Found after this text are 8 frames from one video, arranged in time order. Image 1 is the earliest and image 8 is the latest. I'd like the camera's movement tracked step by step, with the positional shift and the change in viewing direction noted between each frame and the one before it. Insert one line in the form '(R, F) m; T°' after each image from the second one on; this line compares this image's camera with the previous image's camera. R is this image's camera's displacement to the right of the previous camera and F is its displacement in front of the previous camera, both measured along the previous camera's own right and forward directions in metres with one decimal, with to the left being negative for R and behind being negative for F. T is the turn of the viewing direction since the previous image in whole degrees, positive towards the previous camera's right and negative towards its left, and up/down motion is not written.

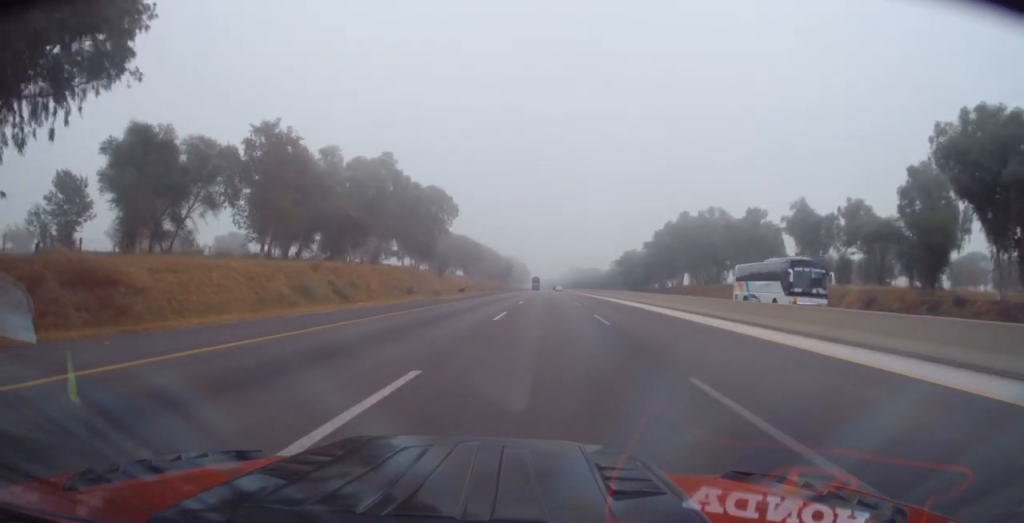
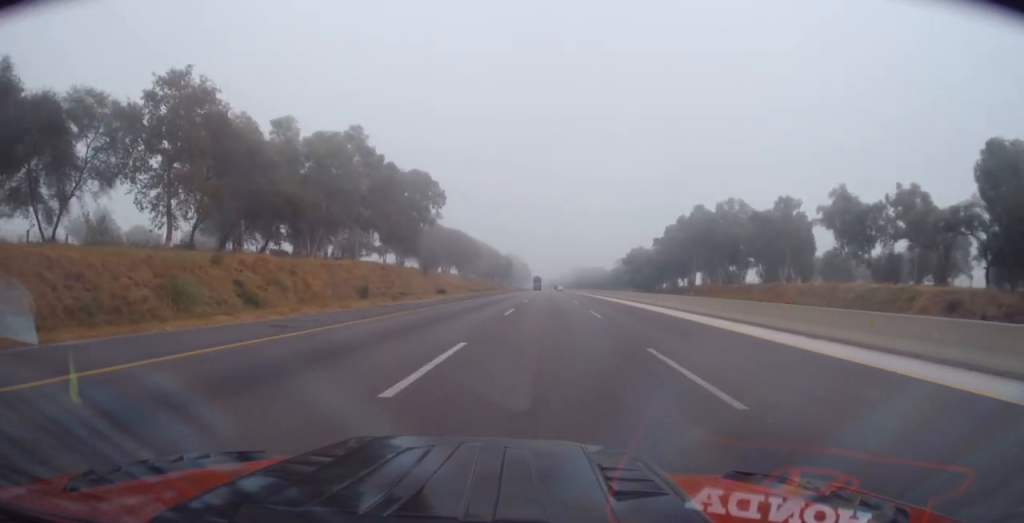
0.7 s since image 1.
(+0.2, +13.8) m; +1°
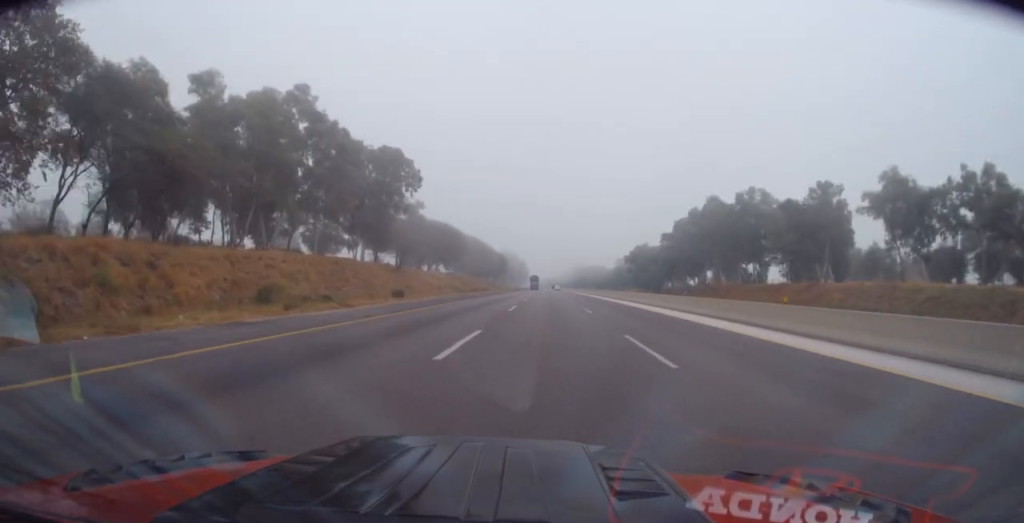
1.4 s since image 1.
(+0.1, +14.6) m; 0°
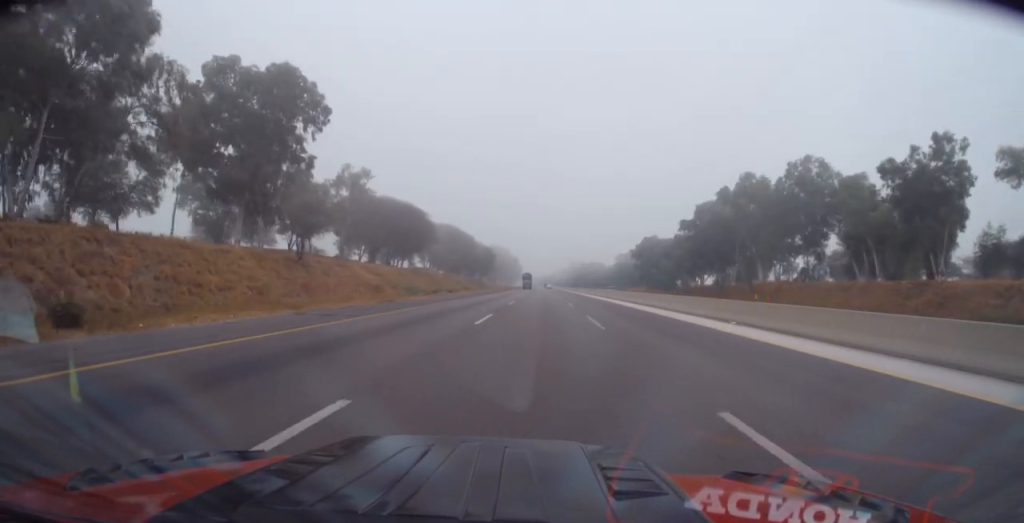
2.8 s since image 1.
(-0.1, +27.5) m; +1°
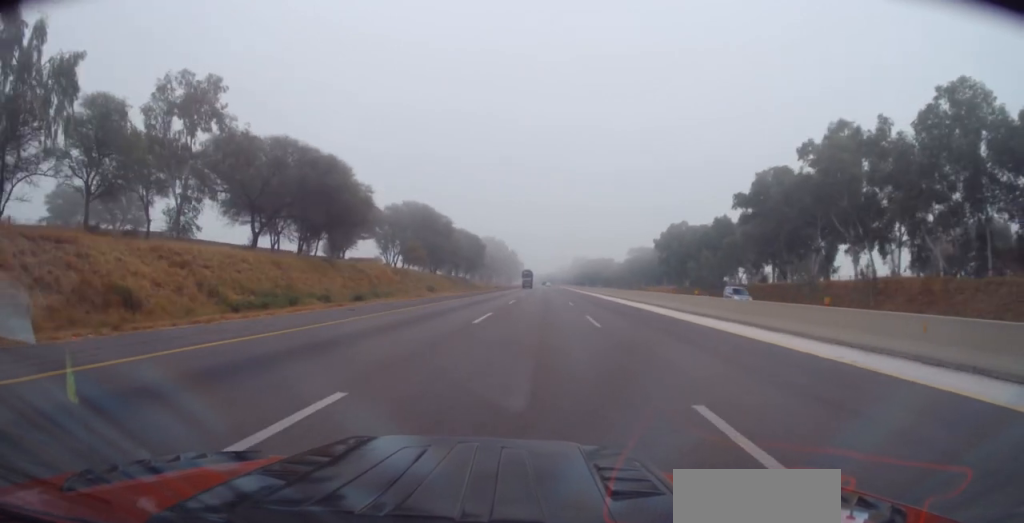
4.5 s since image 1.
(0.0, +35.4) m; -1°
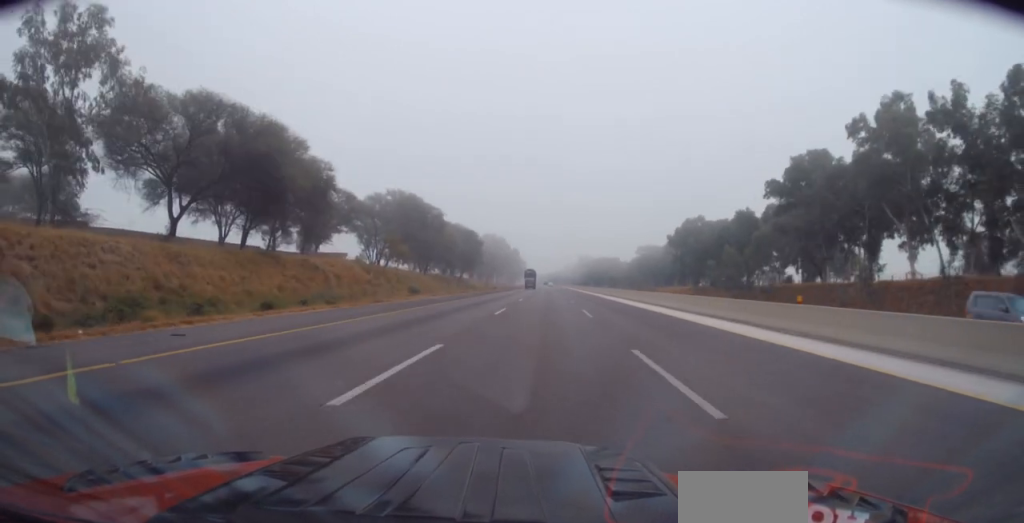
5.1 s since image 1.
(-0.4, +12.3) m; -1°
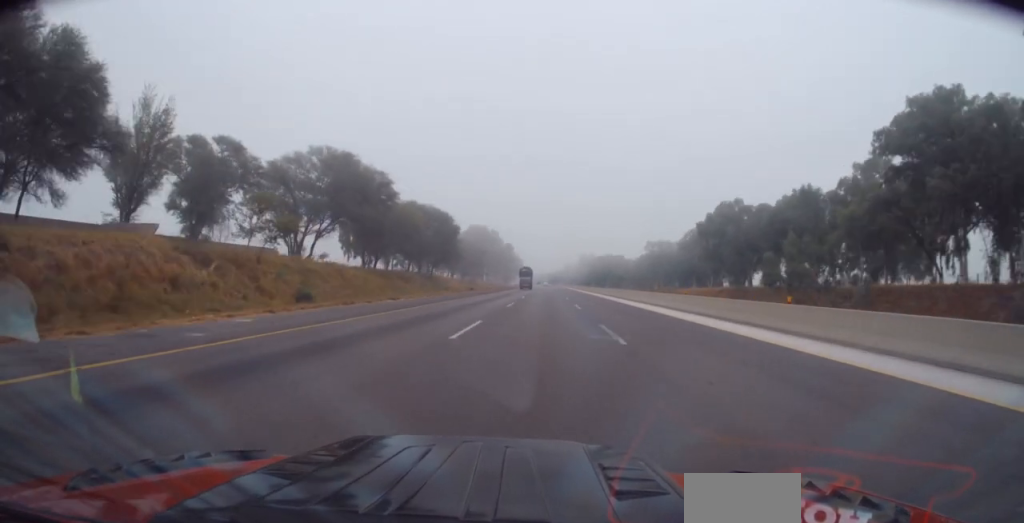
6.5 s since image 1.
(+0.2, +28.5) m; 0°
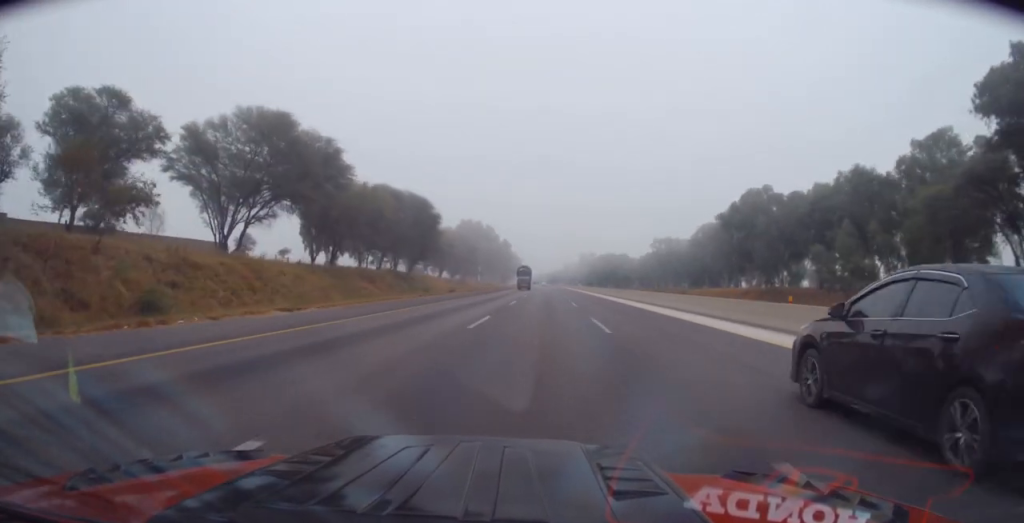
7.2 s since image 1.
(-0.3, +14.8) m; +1°
